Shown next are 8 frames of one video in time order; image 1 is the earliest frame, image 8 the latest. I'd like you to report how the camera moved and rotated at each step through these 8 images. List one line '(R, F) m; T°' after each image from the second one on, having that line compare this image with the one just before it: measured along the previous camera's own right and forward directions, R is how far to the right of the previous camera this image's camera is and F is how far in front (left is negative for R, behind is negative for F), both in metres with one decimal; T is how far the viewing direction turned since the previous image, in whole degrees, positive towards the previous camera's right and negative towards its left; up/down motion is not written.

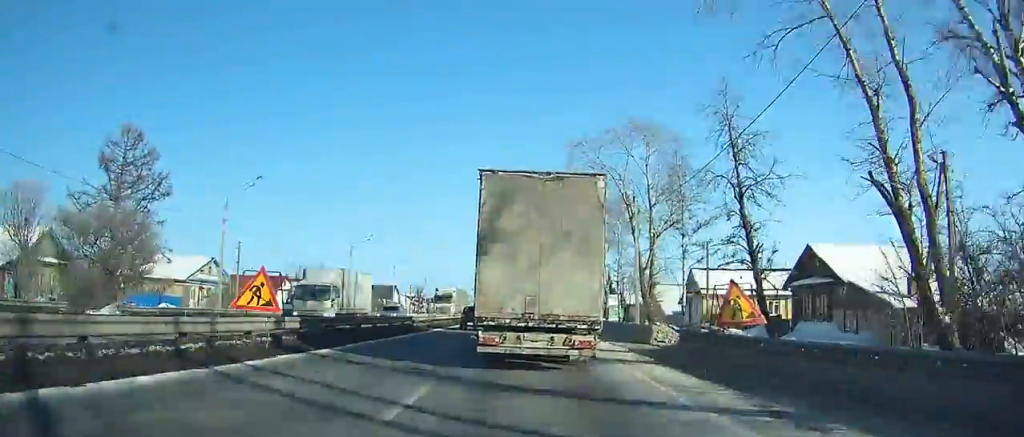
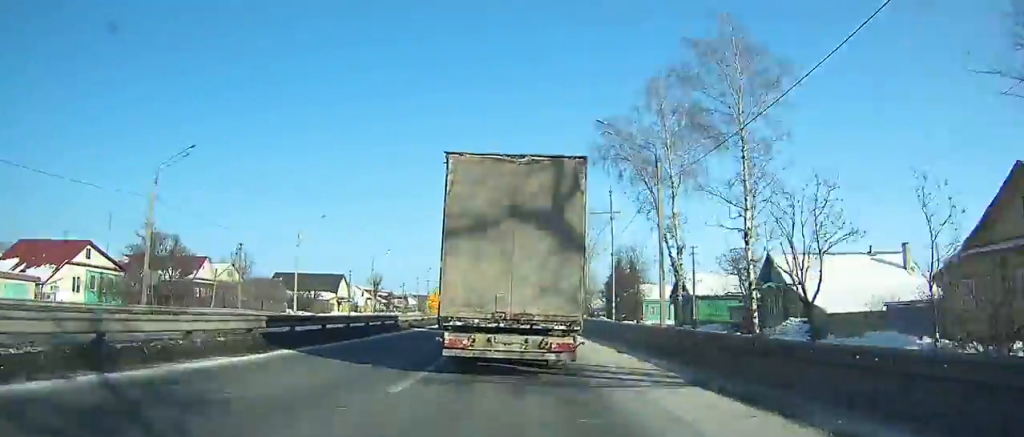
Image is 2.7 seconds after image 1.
(+0.2, +41.1) m; 0°
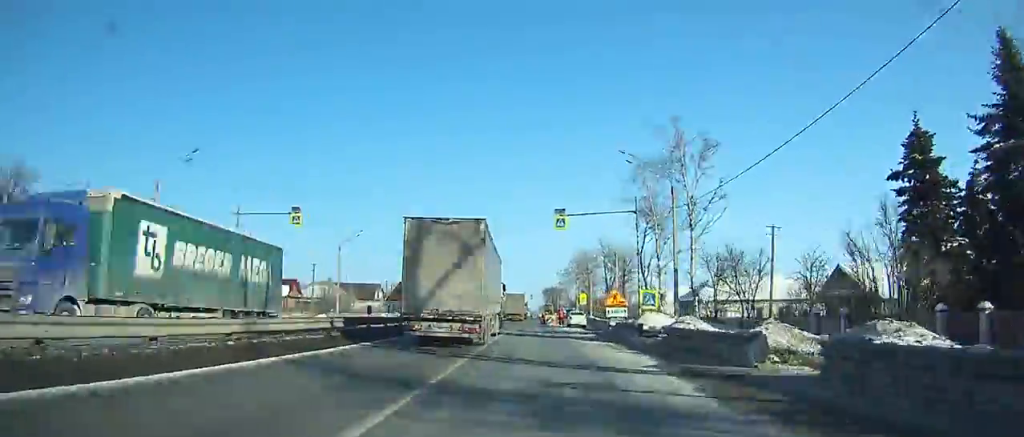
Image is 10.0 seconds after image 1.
(-0.1, +104.2) m; -2°
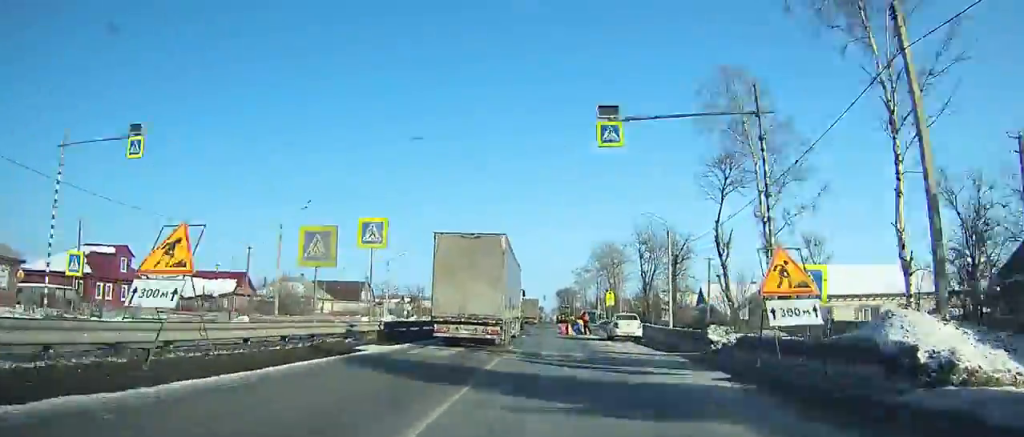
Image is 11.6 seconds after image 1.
(-0.7, +23.1) m; -1°
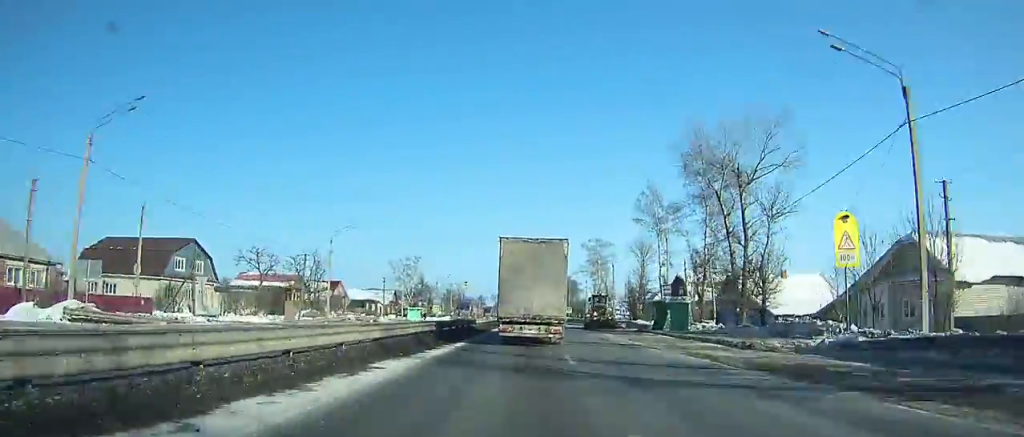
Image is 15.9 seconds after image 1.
(+0.9, +66.9) m; +2°
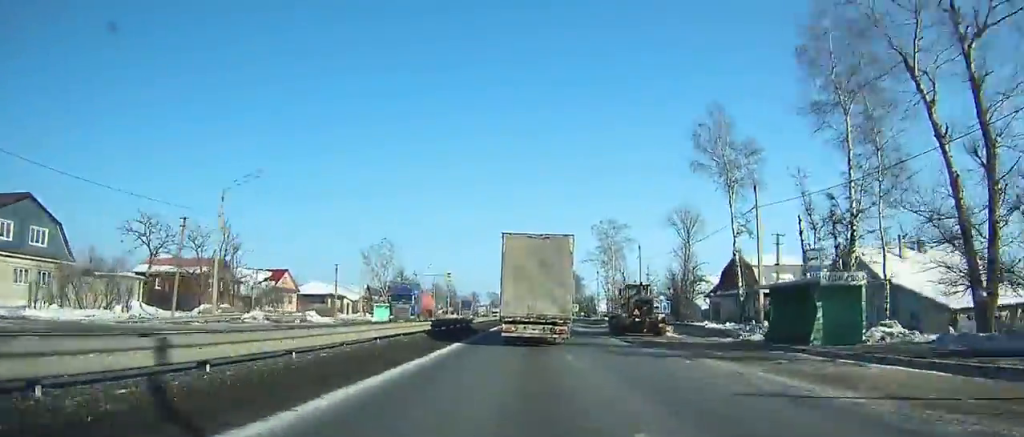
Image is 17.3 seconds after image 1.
(+0.1, +23.1) m; +1°
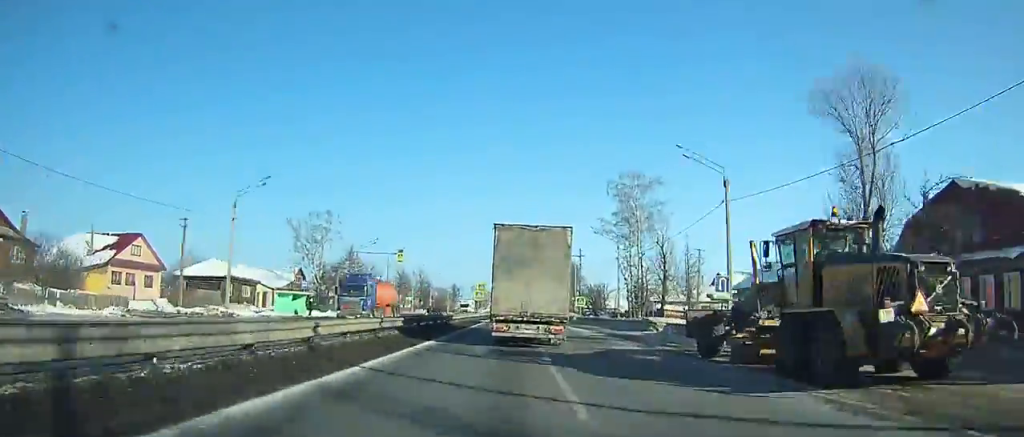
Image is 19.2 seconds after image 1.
(+0.3, +32.3) m; 0°
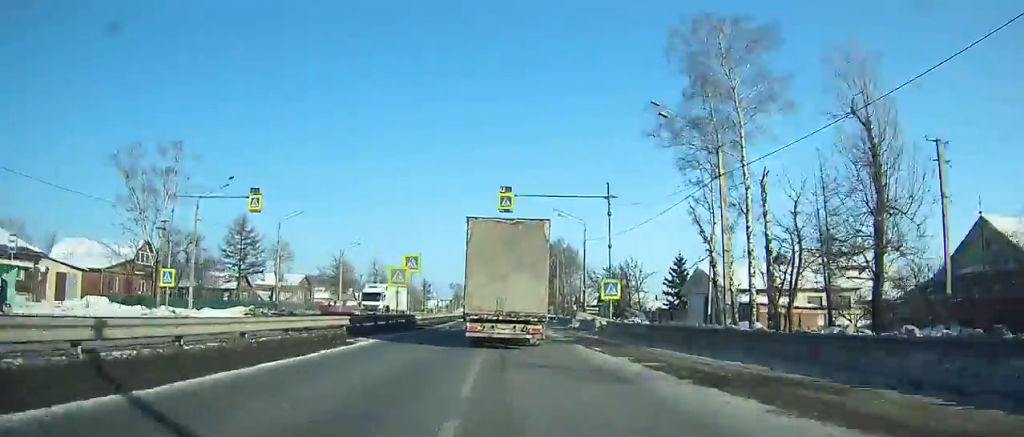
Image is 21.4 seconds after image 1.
(+0.3, +38.2) m; 0°
